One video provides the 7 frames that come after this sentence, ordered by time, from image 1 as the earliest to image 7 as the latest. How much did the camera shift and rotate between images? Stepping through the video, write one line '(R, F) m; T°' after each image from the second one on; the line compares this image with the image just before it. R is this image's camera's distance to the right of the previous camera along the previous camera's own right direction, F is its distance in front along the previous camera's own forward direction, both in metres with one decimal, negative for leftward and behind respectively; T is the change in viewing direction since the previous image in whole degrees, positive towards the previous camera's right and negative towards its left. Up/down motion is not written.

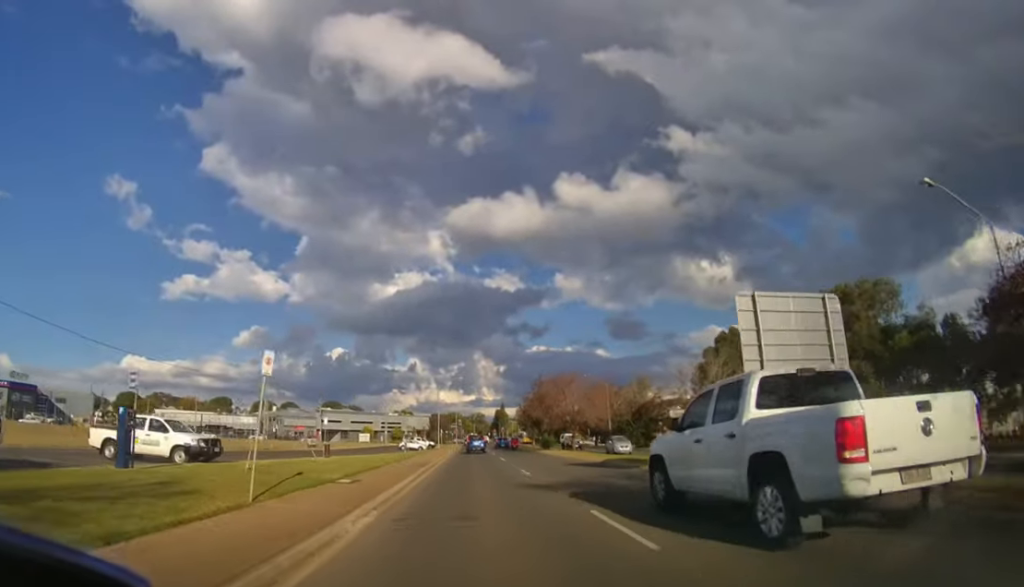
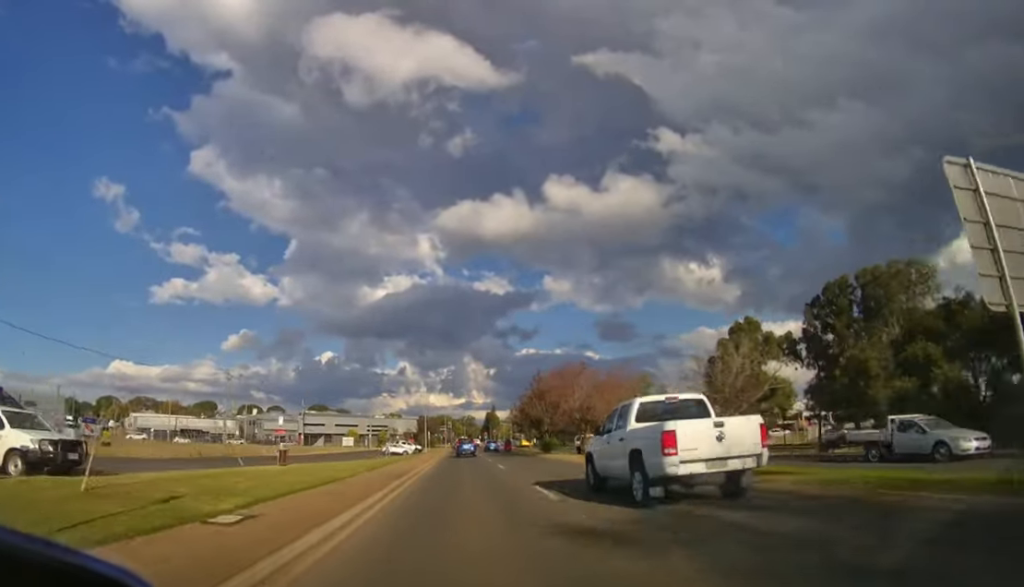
(+0.2, +6.5) m; +2°
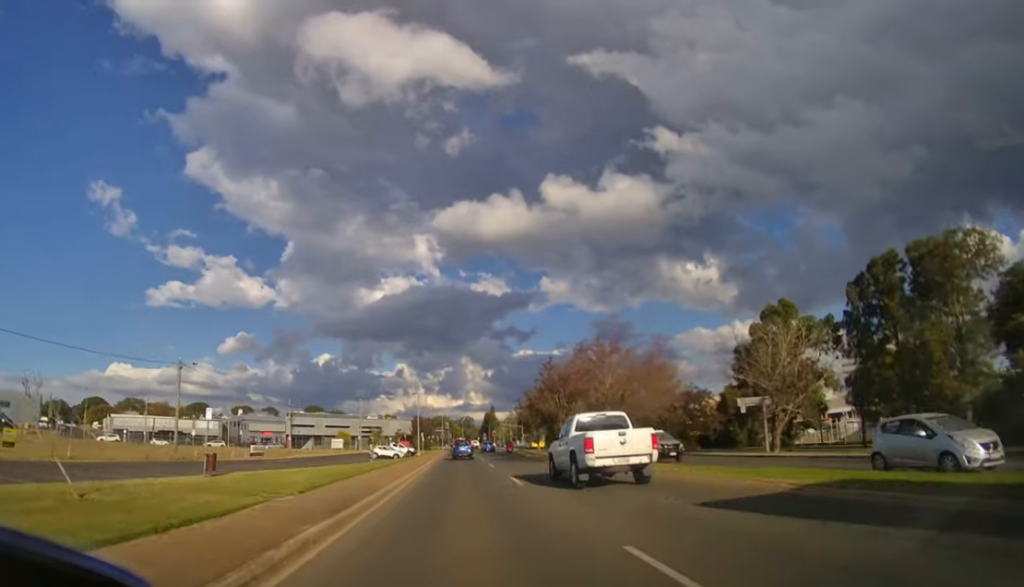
(+0.1, +6.8) m; +1°
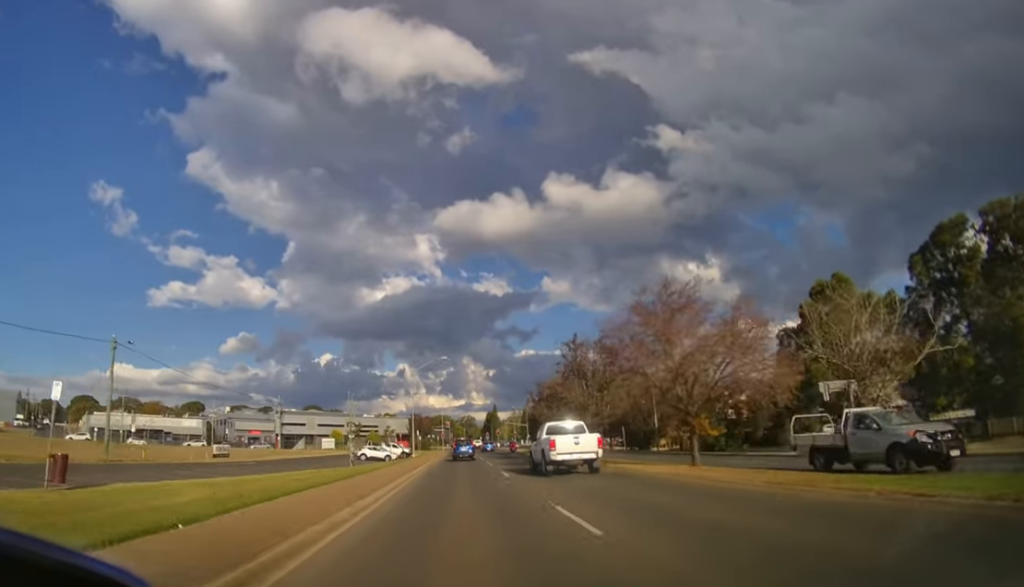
(0.0, +7.3) m; 0°
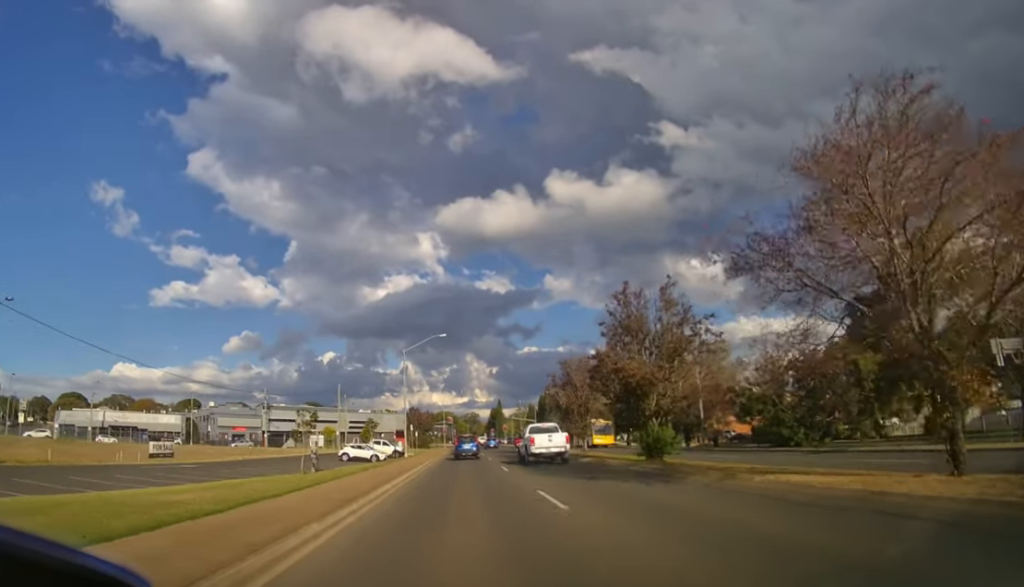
(0.0, +9.1) m; 0°
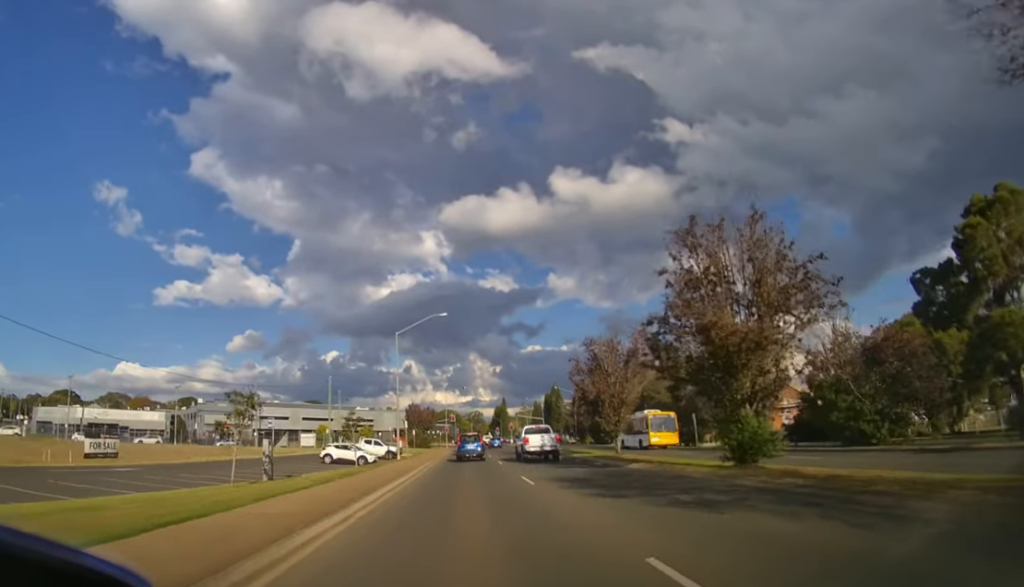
(0.0, +6.3) m; 0°
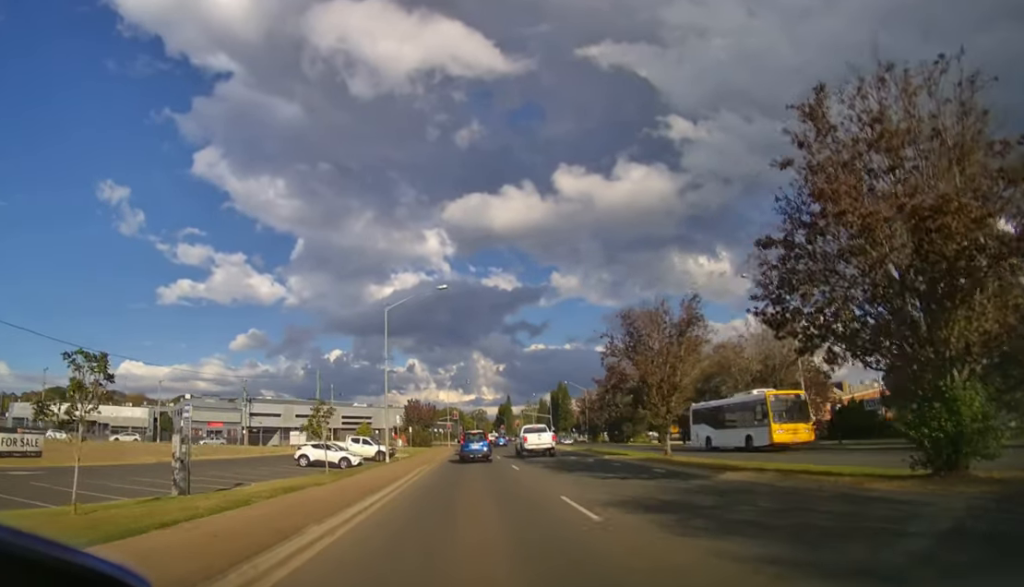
(0.0, +6.5) m; 0°
